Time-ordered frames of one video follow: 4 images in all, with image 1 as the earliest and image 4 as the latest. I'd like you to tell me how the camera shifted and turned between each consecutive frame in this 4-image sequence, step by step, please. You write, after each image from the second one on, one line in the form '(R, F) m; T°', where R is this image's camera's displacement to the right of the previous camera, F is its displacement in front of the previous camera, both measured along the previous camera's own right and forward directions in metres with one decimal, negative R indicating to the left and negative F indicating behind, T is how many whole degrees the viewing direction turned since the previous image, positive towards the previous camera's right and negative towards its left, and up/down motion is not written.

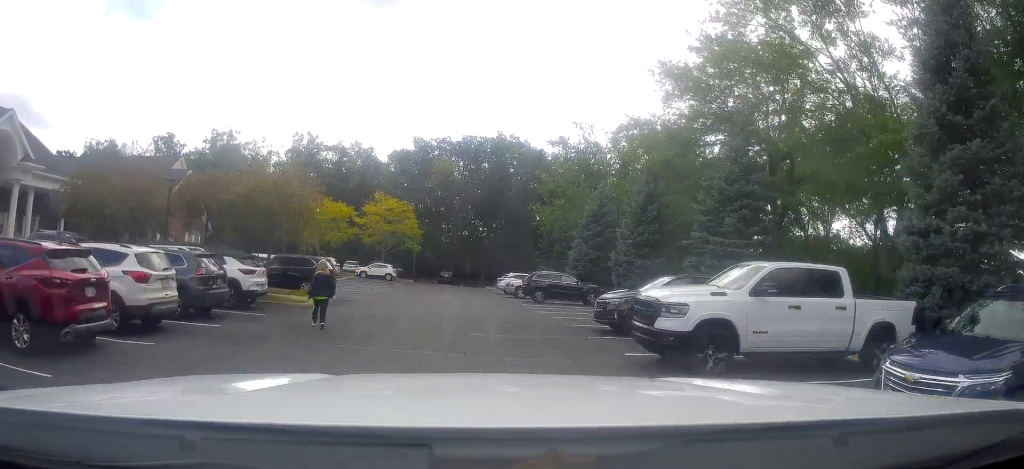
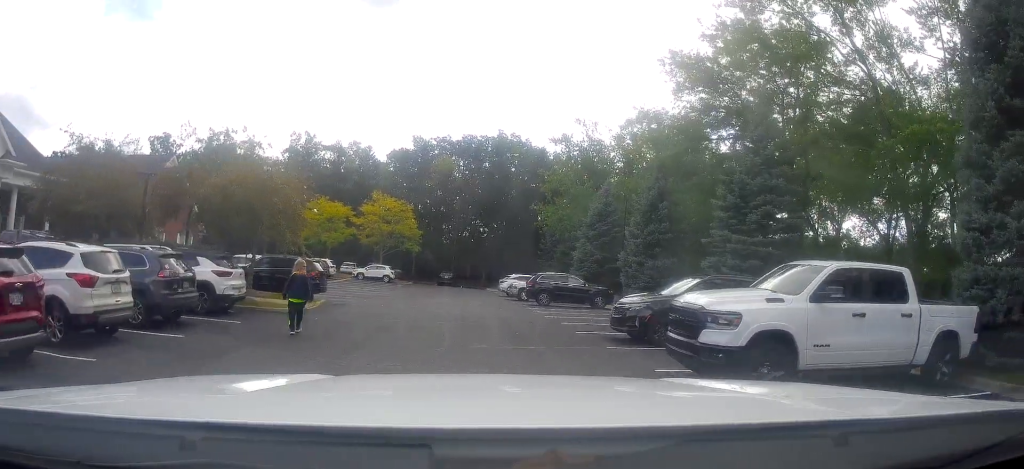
(0.0, +1.9) m; 0°
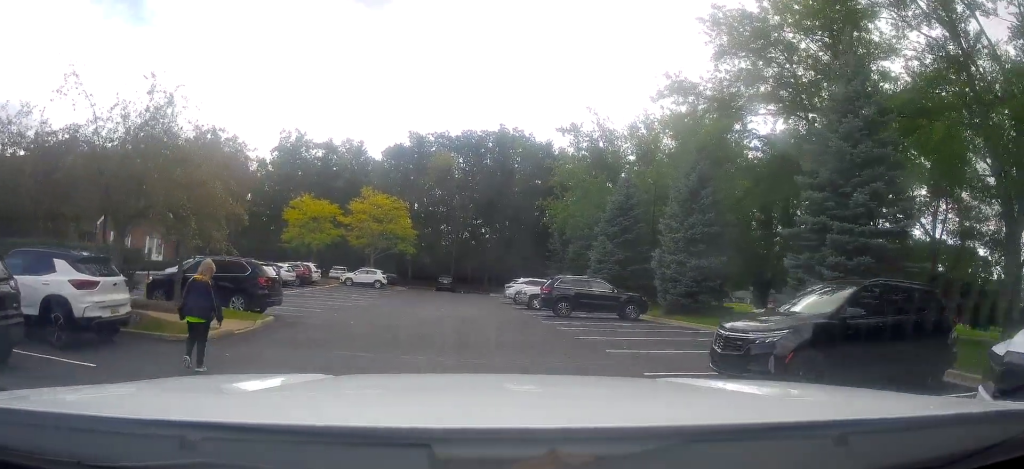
(0.0, +6.1) m; +2°
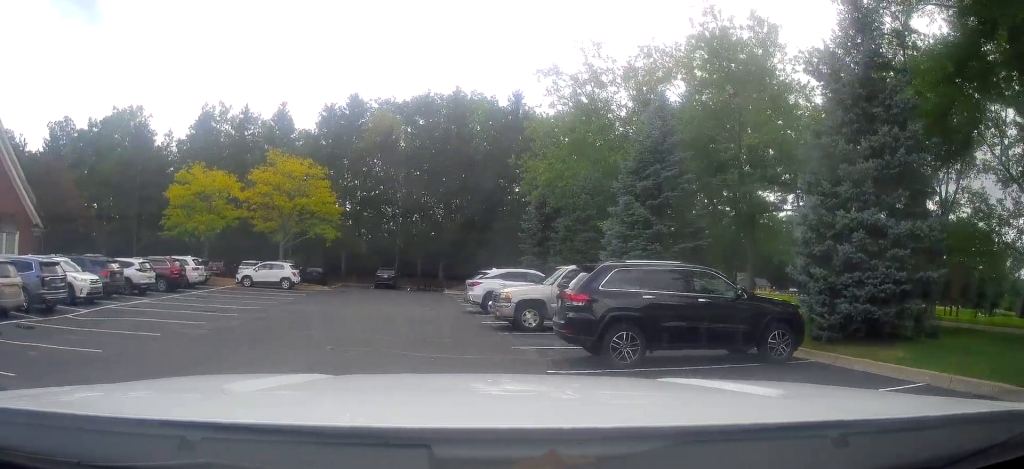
(-0.9, +15.6) m; -15°
